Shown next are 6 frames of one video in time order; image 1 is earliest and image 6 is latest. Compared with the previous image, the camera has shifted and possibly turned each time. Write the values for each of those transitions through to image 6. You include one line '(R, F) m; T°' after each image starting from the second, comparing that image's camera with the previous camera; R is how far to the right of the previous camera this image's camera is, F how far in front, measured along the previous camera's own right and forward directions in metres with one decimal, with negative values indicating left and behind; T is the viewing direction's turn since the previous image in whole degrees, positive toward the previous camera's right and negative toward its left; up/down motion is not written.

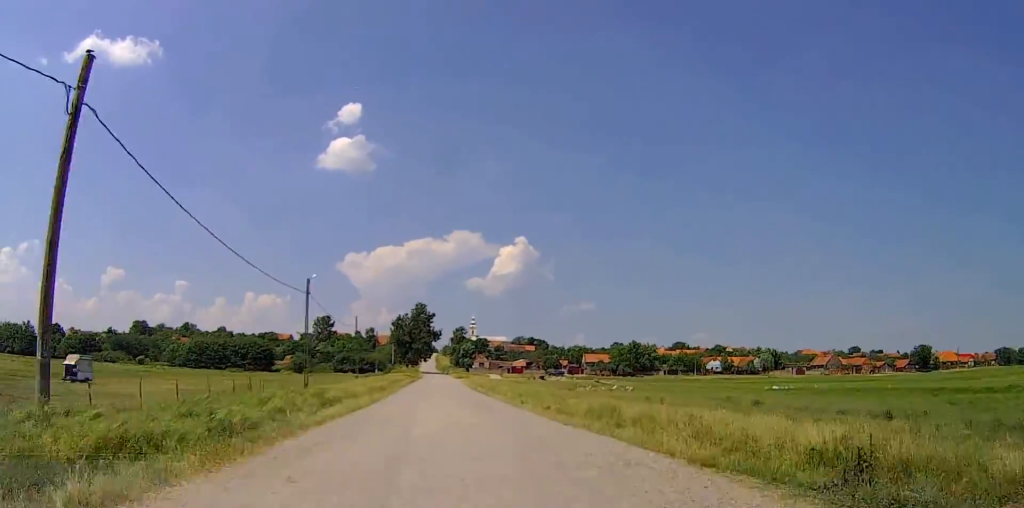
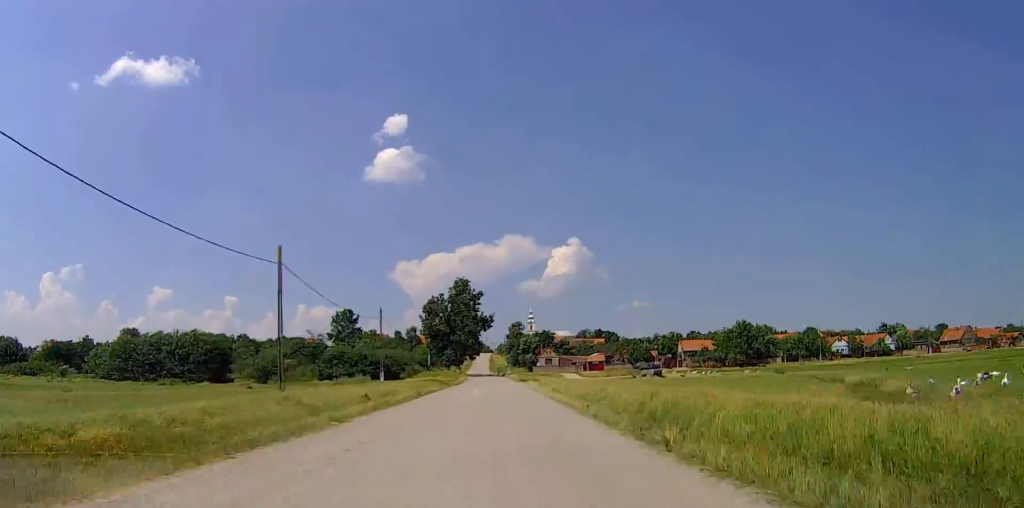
(-2.1, +46.9) m; -3°
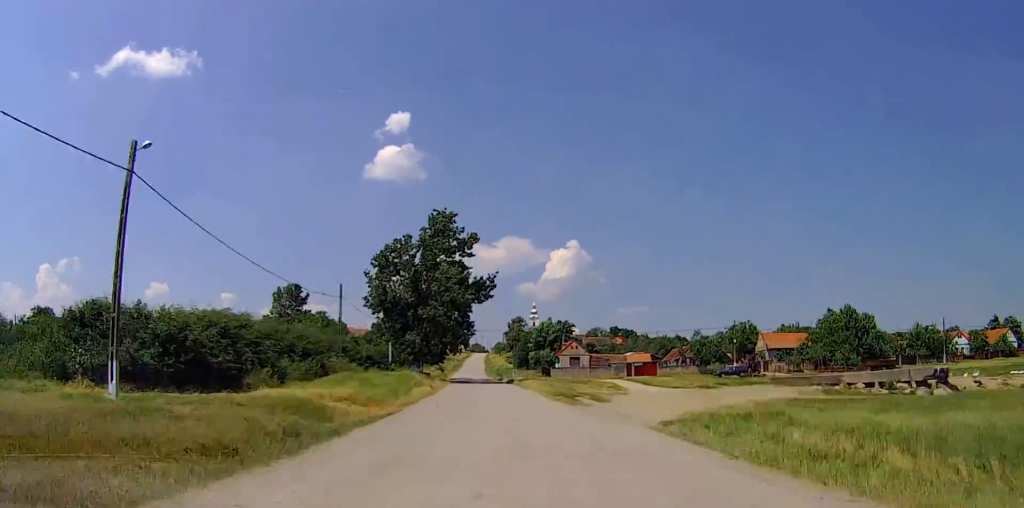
(+0.4, +50.8) m; +1°
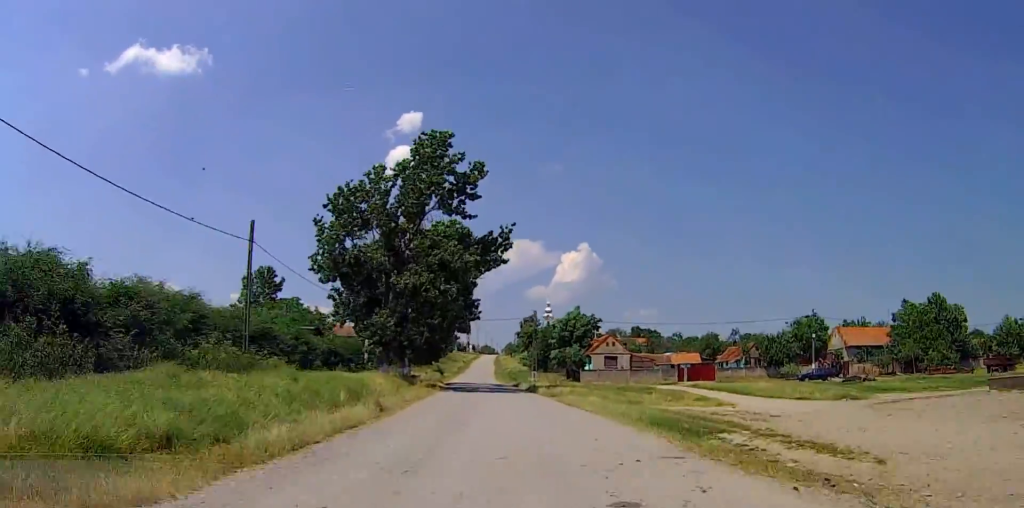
(0.0, +22.7) m; -1°
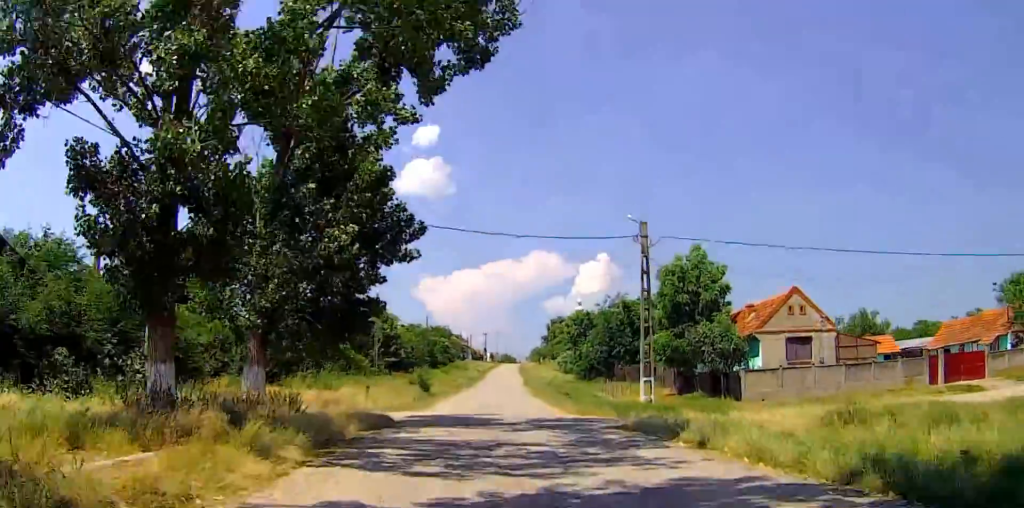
(-1.2, +46.2) m; -3°
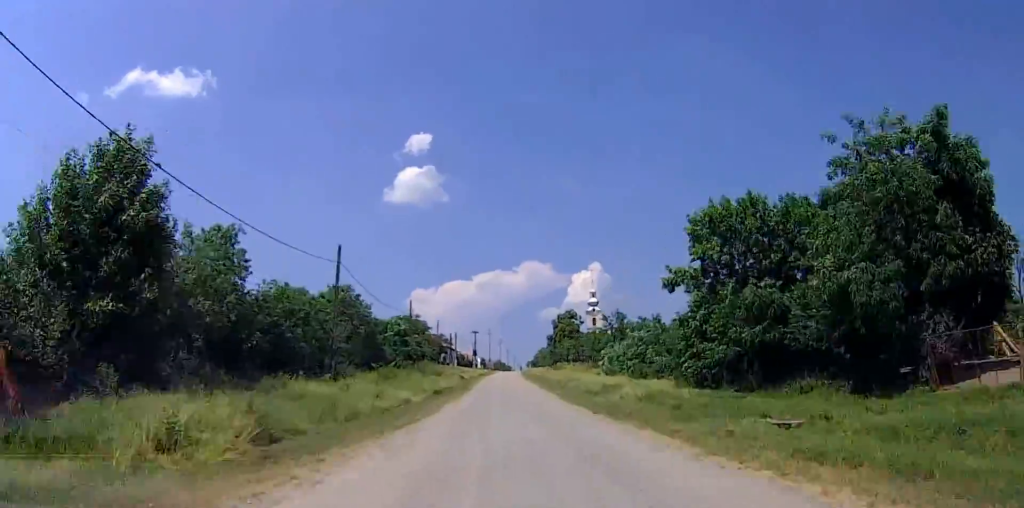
(+1.4, +53.4) m; +3°
